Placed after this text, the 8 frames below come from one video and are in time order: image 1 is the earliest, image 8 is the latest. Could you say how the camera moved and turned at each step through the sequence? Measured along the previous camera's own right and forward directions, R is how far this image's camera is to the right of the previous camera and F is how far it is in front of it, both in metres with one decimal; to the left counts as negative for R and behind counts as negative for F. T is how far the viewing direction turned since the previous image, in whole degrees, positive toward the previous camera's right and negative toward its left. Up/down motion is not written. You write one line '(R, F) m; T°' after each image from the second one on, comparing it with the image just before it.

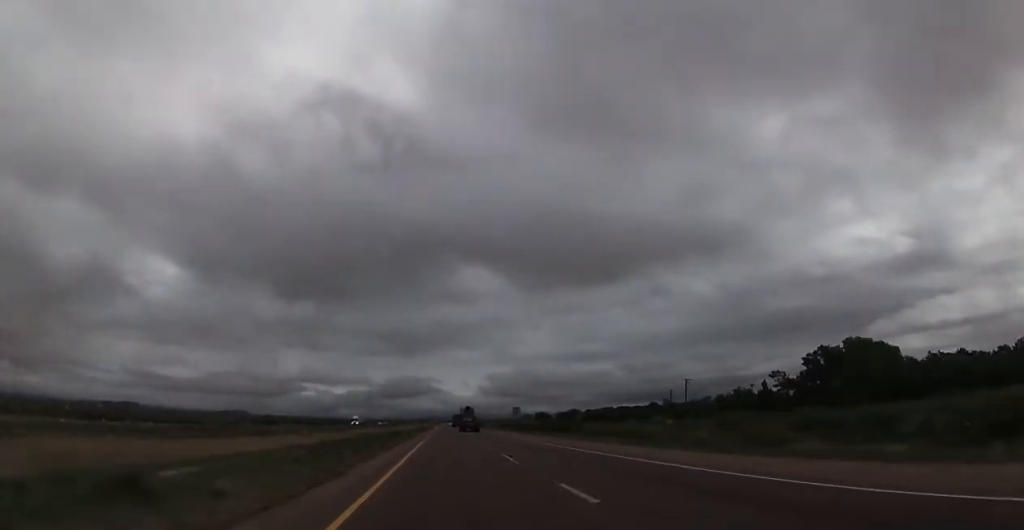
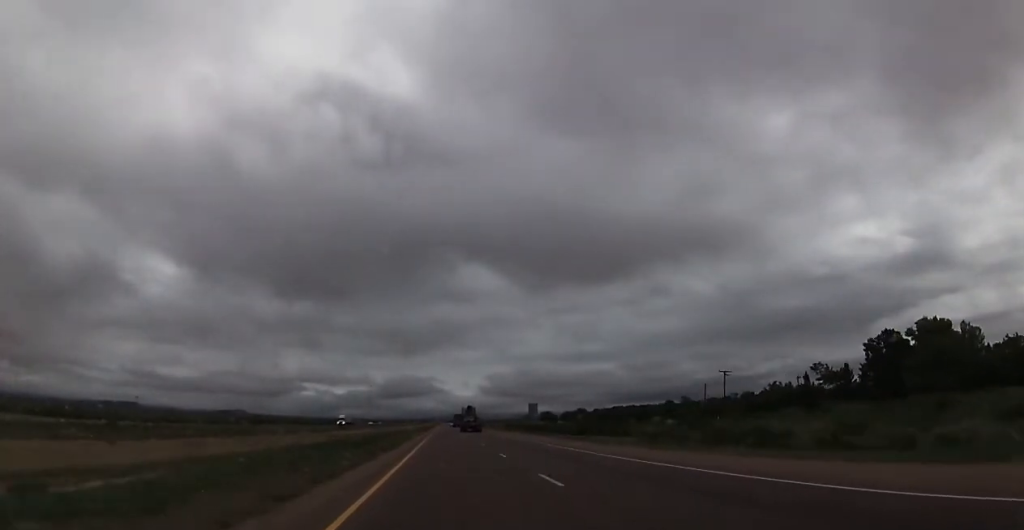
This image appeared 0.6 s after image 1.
(0.0, +21.2) m; 0°
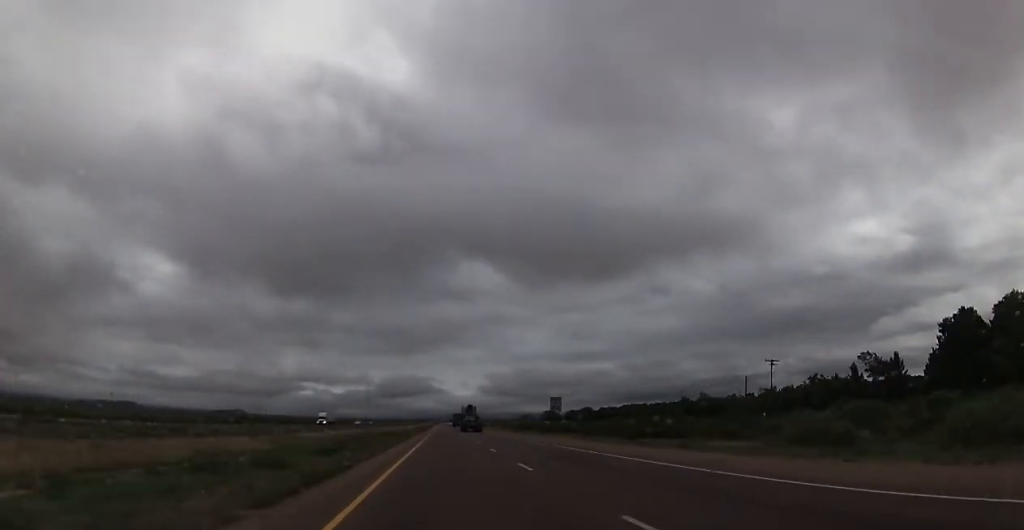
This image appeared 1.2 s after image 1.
(0.0, +20.0) m; 0°
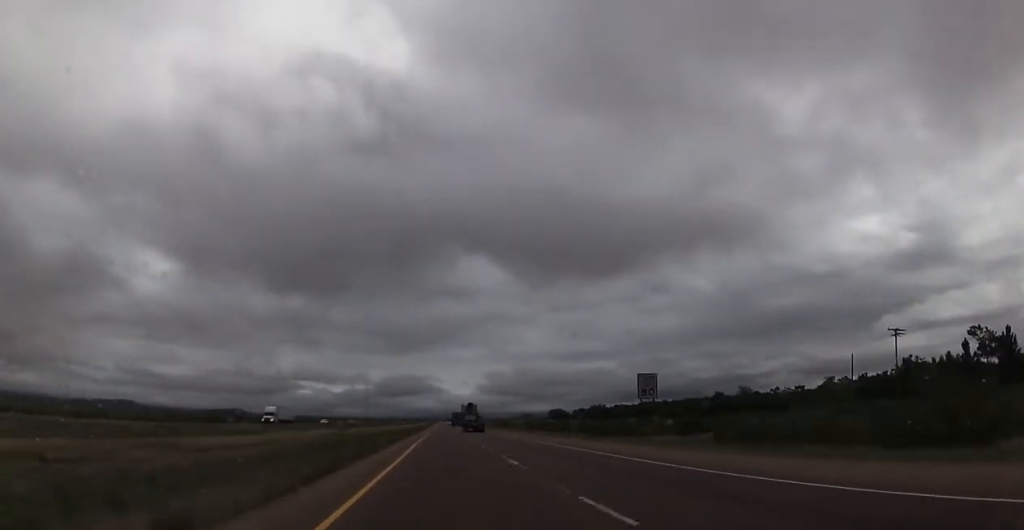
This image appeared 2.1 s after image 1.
(0.0, +34.1) m; 0°
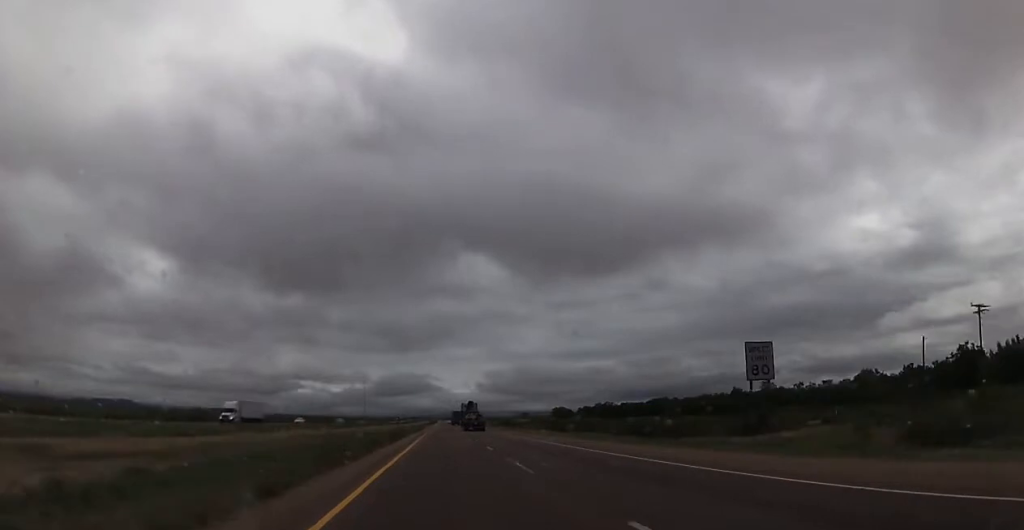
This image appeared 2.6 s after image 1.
(0.0, +15.3) m; 0°
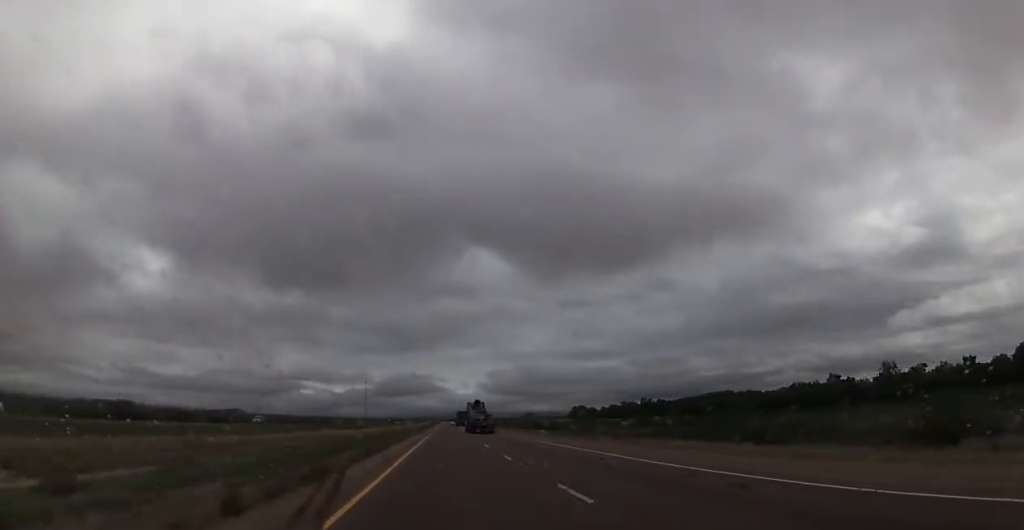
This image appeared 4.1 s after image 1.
(0.0, +55.4) m; 0°
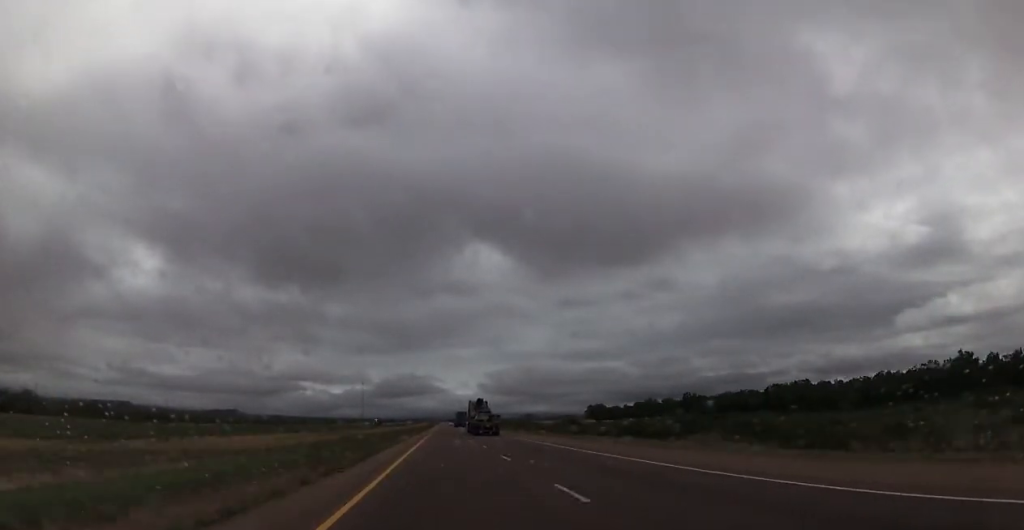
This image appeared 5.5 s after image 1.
(0.0, +48.4) m; 0°
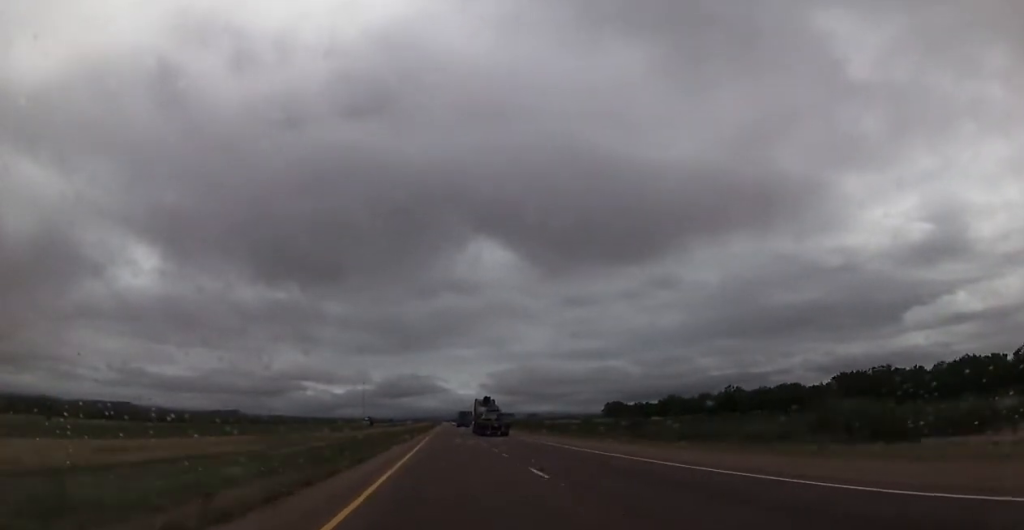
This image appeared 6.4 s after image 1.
(0.0, +31.9) m; 0°
